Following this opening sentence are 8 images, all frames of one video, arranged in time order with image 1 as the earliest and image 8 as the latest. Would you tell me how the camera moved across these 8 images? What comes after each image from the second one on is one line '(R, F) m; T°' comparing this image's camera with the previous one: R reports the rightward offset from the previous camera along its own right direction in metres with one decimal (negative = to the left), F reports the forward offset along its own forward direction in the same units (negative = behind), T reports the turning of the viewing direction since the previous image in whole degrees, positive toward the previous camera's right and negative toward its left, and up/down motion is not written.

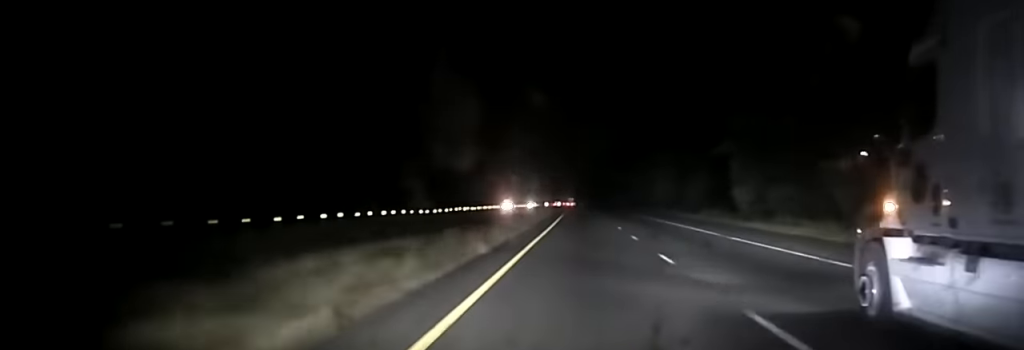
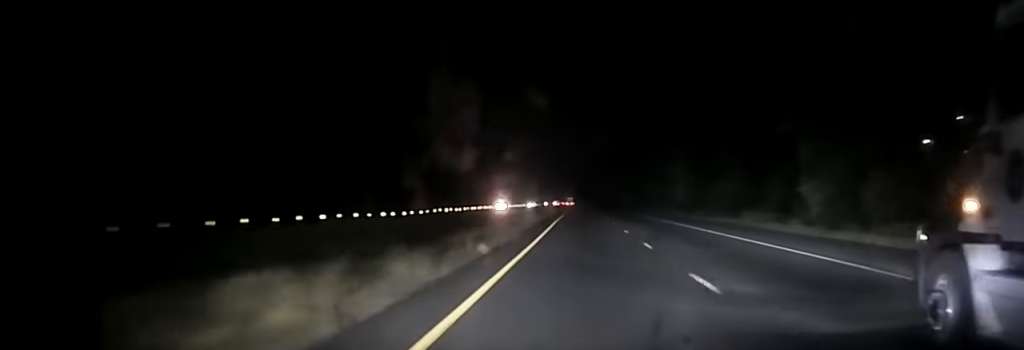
(0.0, +16.4) m; 0°
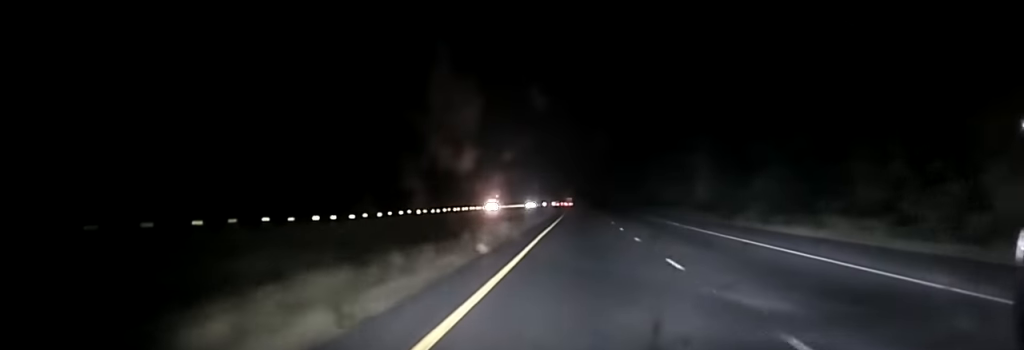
(0.0, +17.5) m; 0°
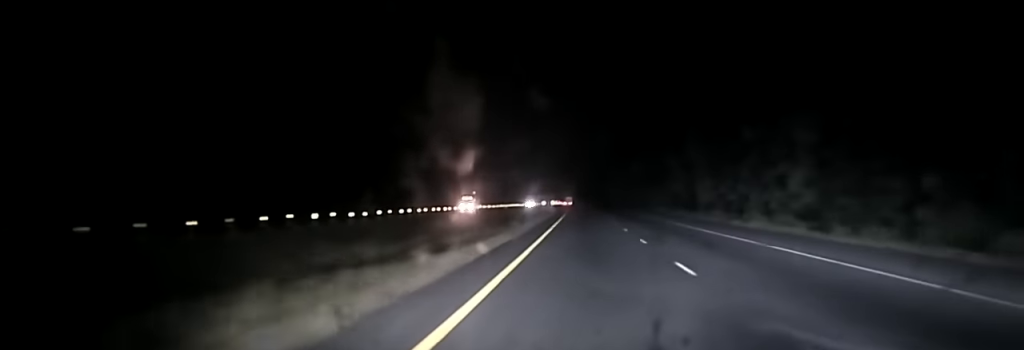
(+0.2, +35.9) m; 0°
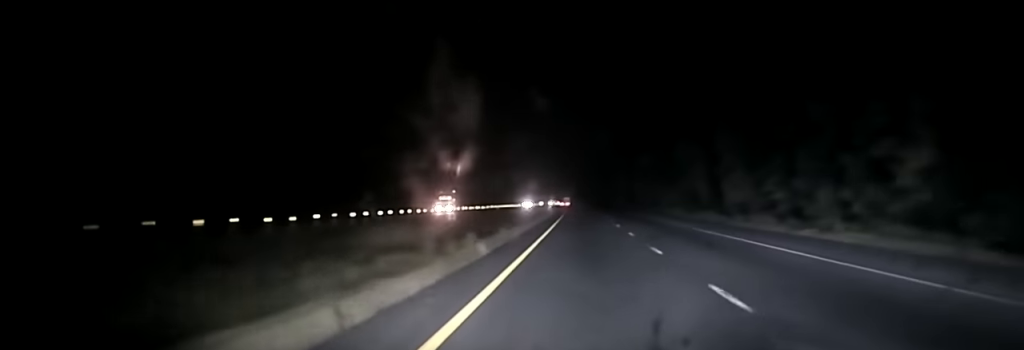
(-0.2, +17.0) m; 0°
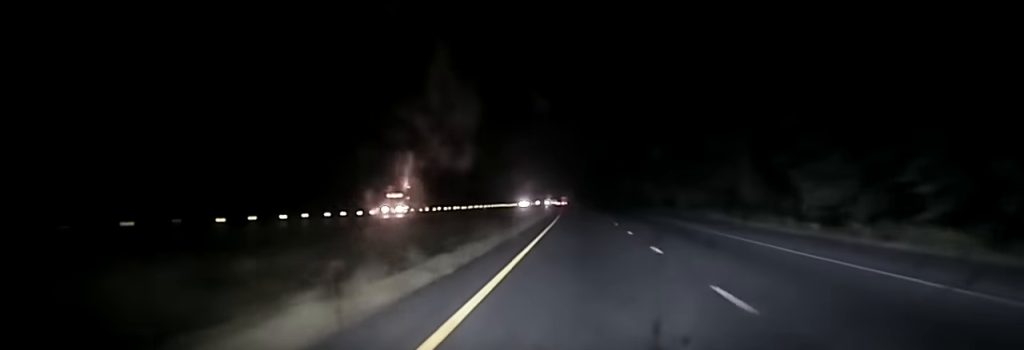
(-0.1, +26.0) m; 0°
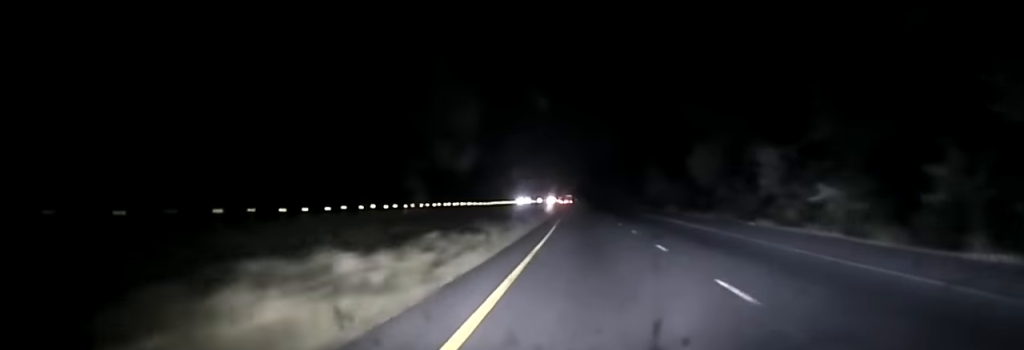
(-0.4, +94.8) m; -1°
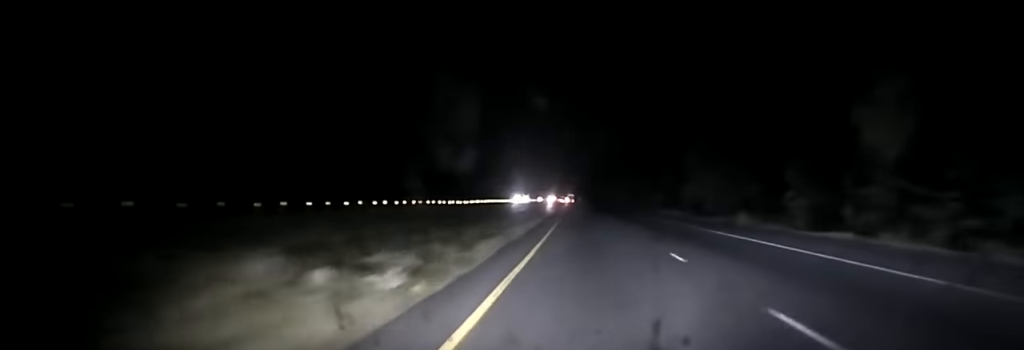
(-0.1, +41.9) m; 0°
